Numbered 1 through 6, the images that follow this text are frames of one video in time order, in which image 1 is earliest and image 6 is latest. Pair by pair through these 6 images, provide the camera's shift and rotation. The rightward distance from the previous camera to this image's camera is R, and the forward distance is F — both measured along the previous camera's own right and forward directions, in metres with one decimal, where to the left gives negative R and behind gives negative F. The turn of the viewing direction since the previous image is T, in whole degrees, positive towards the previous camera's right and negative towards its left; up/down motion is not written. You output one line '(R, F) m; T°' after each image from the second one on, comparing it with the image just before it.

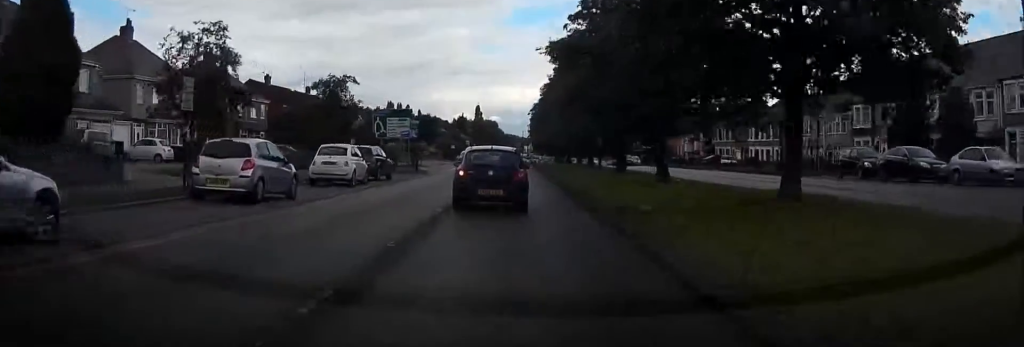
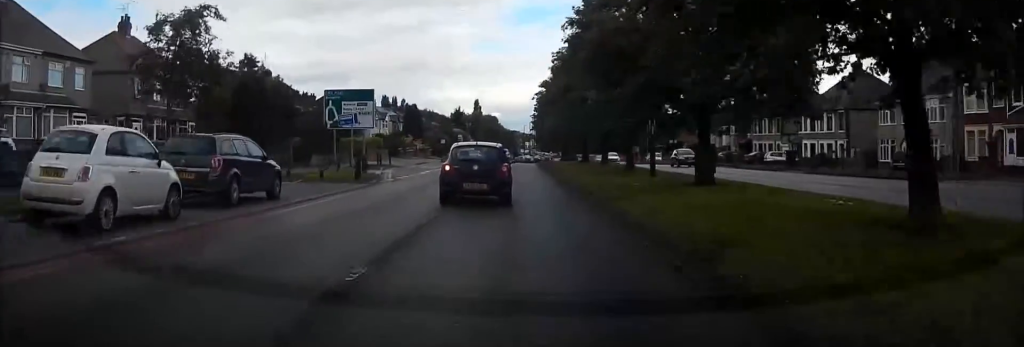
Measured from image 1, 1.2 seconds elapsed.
(0.0, +16.9) m; 0°
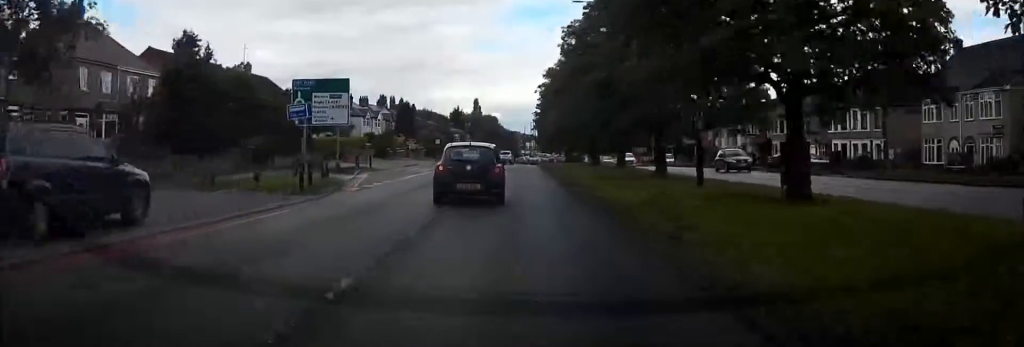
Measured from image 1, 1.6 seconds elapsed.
(0.0, +7.0) m; 0°
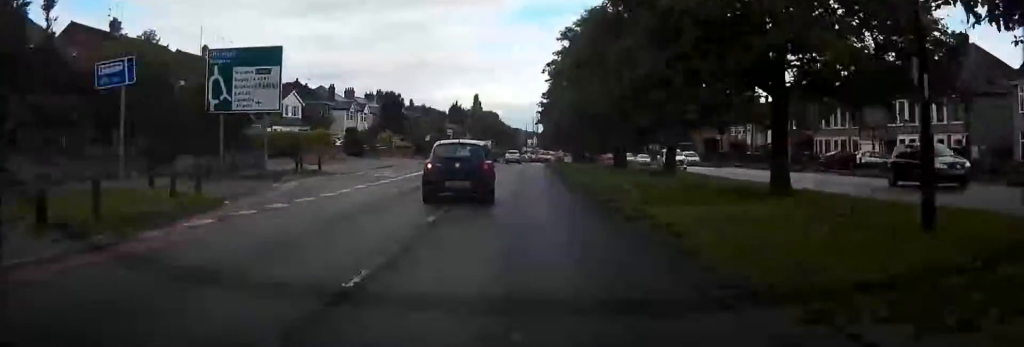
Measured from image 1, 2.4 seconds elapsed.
(+0.1, +11.8) m; +1°
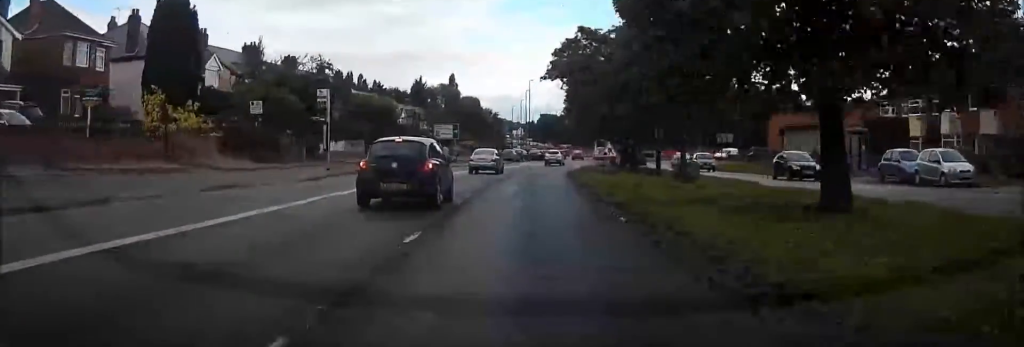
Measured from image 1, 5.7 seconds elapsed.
(+0.7, +51.7) m; +1°
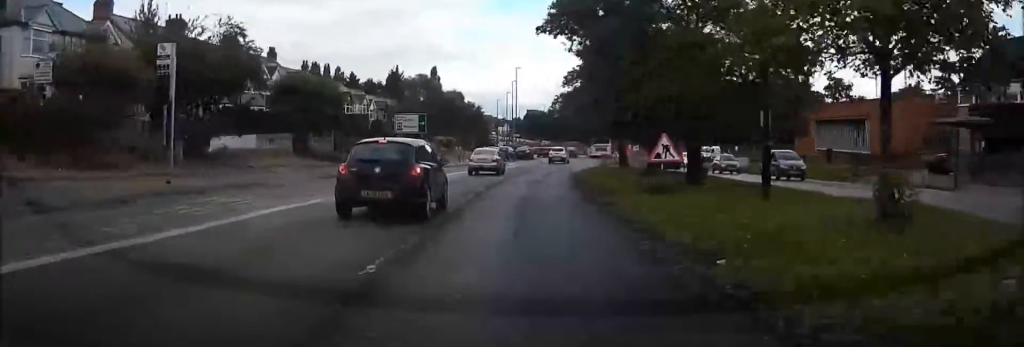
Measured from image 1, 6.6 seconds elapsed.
(0.0, +14.6) m; +1°
